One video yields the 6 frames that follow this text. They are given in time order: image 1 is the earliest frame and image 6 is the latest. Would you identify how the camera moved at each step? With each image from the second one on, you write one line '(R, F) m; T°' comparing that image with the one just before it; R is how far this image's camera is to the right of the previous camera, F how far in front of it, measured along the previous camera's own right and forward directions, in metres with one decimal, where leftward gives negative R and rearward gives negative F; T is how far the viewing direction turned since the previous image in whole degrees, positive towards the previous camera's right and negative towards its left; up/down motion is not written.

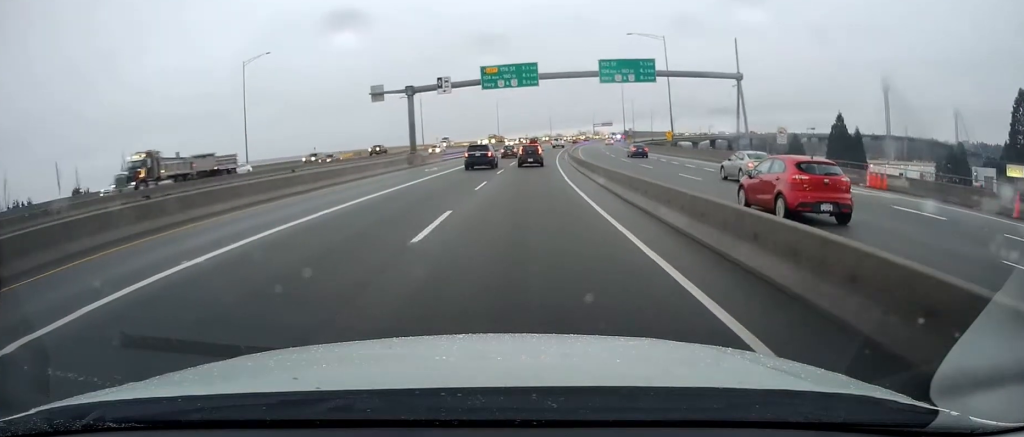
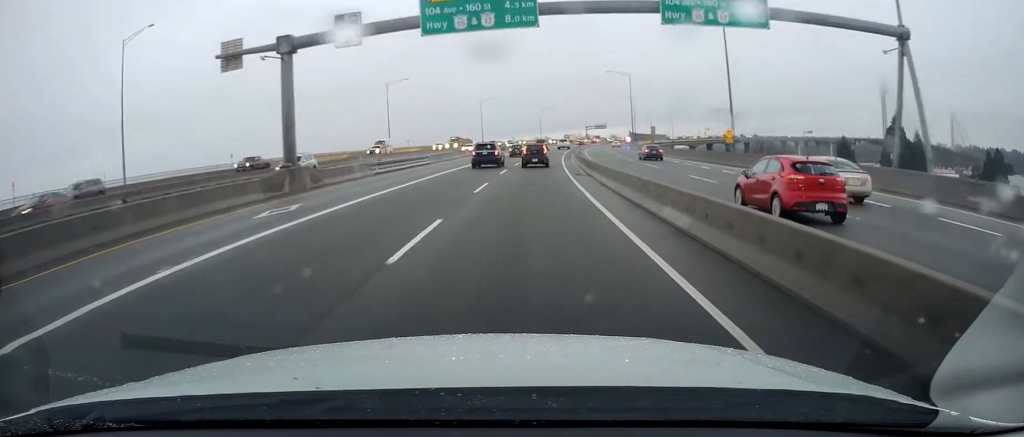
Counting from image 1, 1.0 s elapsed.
(-0.1, +27.2) m; +1°
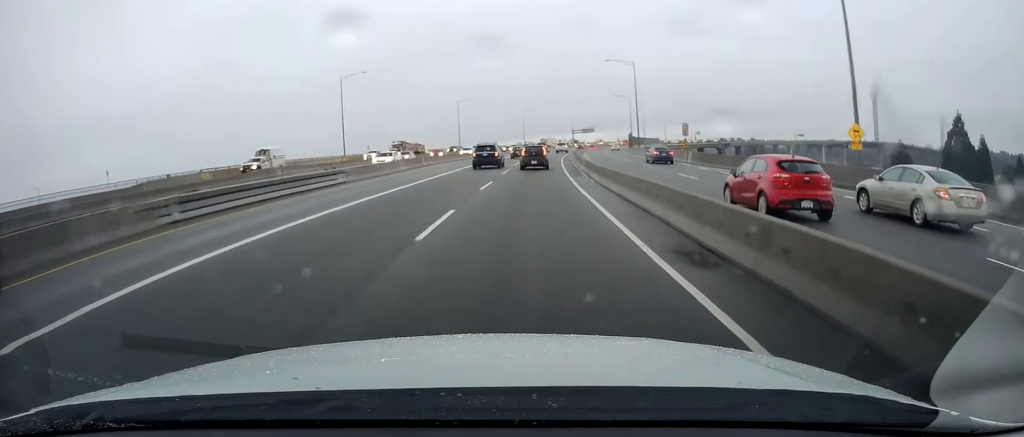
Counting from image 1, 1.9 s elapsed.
(+0.7, +23.4) m; +1°
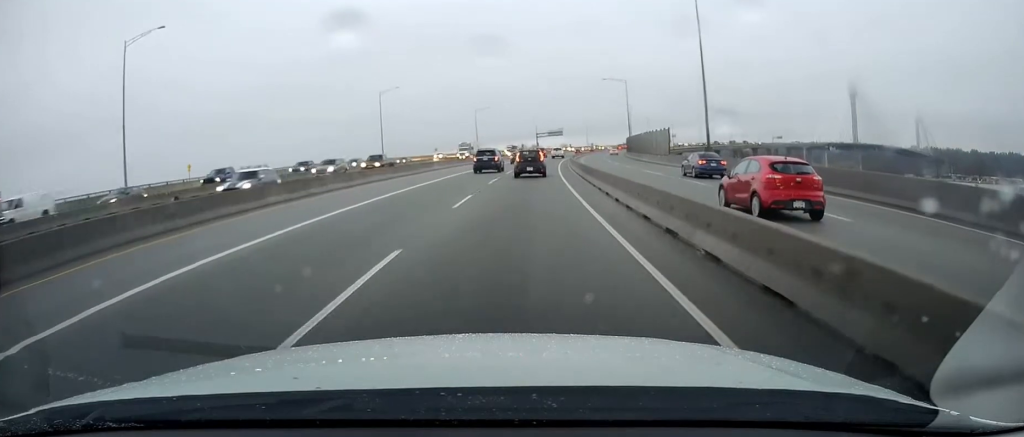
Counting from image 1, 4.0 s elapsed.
(+2.0, +57.6) m; +4°
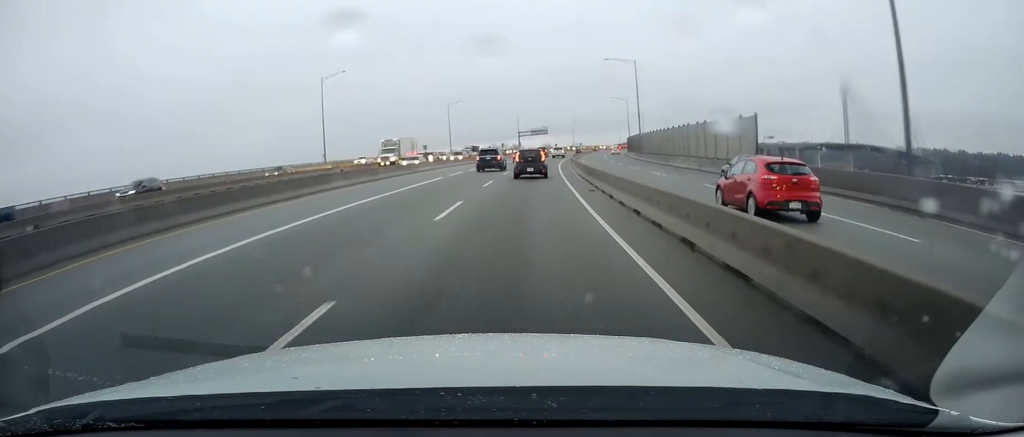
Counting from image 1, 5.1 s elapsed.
(+0.1, +28.7) m; +1°
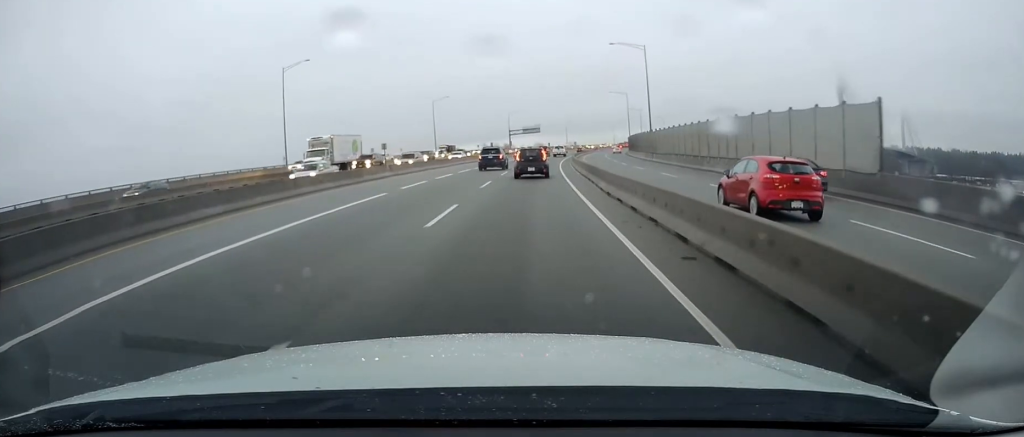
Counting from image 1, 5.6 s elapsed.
(+0.2, +14.4) m; +1°
